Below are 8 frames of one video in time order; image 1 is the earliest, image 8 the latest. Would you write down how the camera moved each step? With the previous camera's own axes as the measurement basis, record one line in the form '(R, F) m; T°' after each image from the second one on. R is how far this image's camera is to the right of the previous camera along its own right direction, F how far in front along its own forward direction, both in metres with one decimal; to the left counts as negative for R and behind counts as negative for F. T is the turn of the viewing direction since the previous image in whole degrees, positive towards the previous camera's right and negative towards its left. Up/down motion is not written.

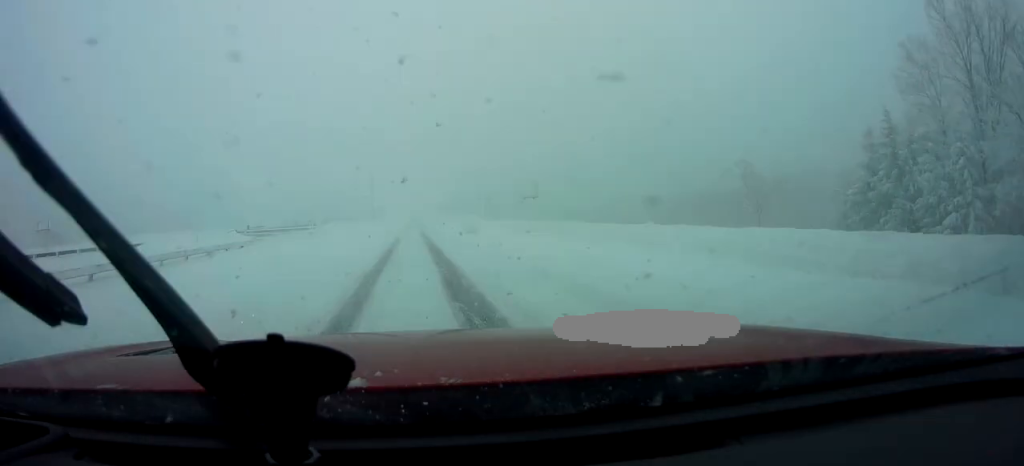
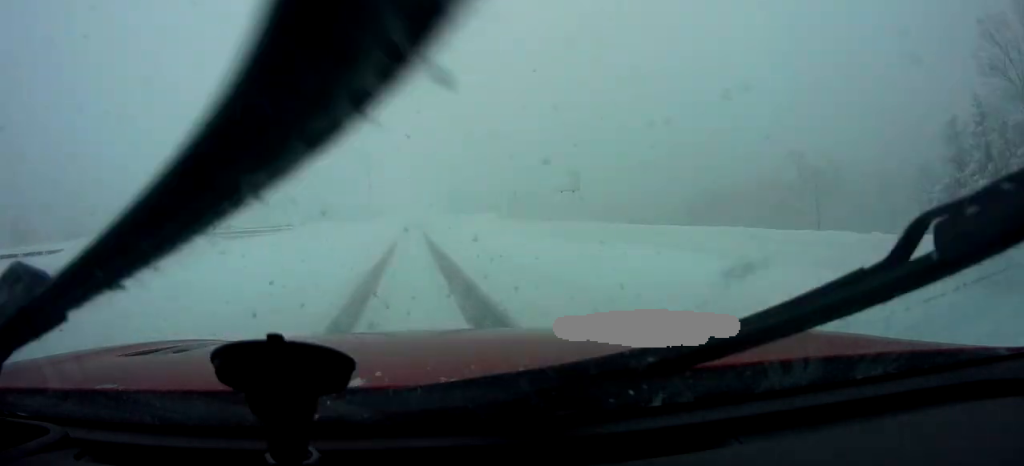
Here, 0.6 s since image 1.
(-0.1, +8.5) m; +1°
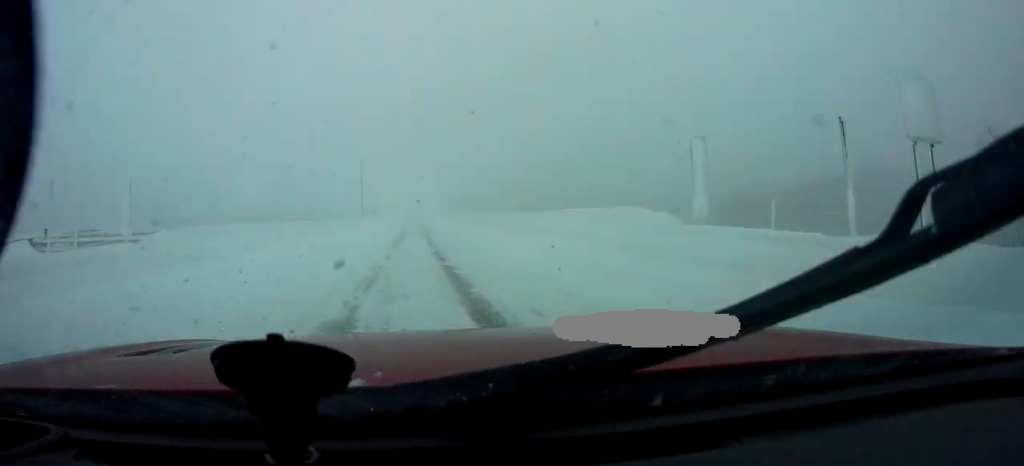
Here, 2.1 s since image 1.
(+0.5, +20.2) m; 0°
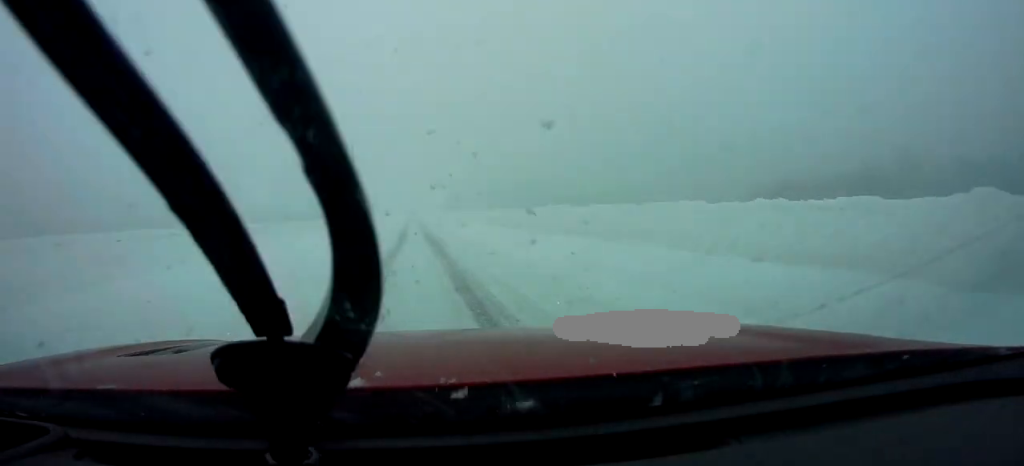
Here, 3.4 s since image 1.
(-0.2, +17.2) m; -2°
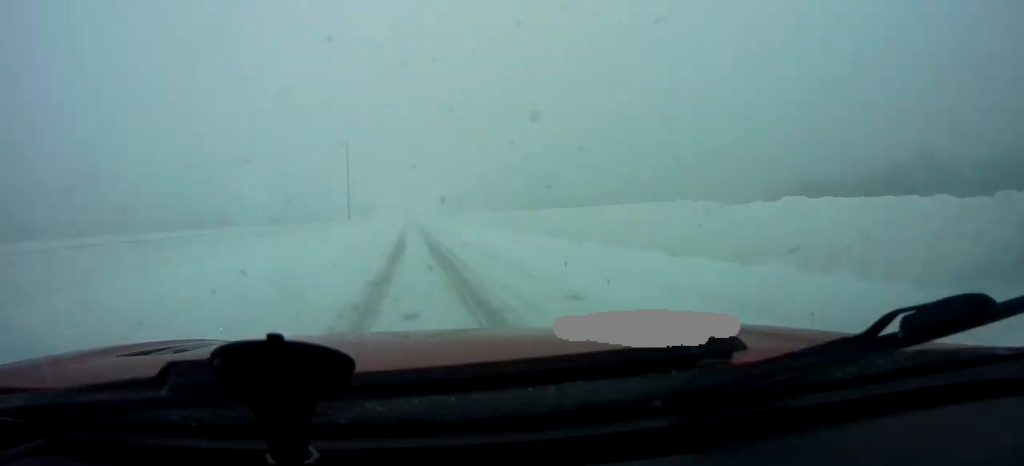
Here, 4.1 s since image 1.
(-0.3, +8.2) m; +1°
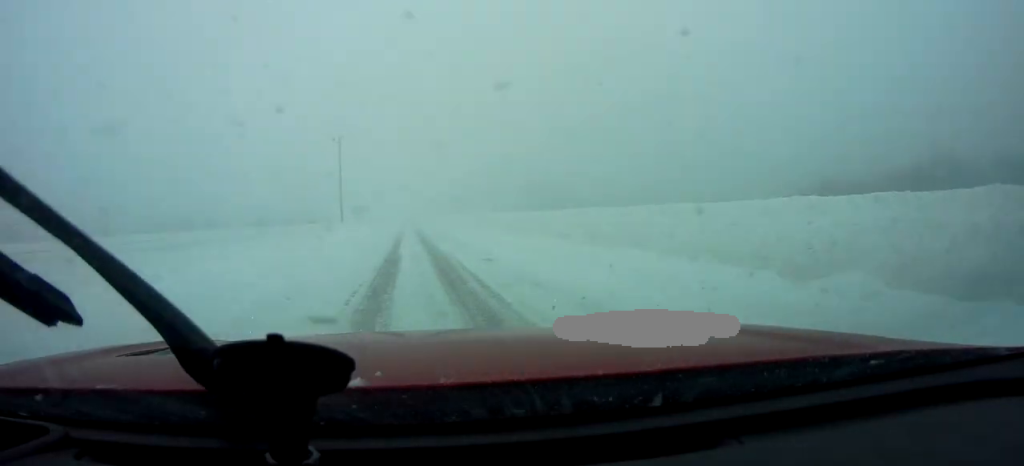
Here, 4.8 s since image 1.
(+0.1, +8.0) m; +1°
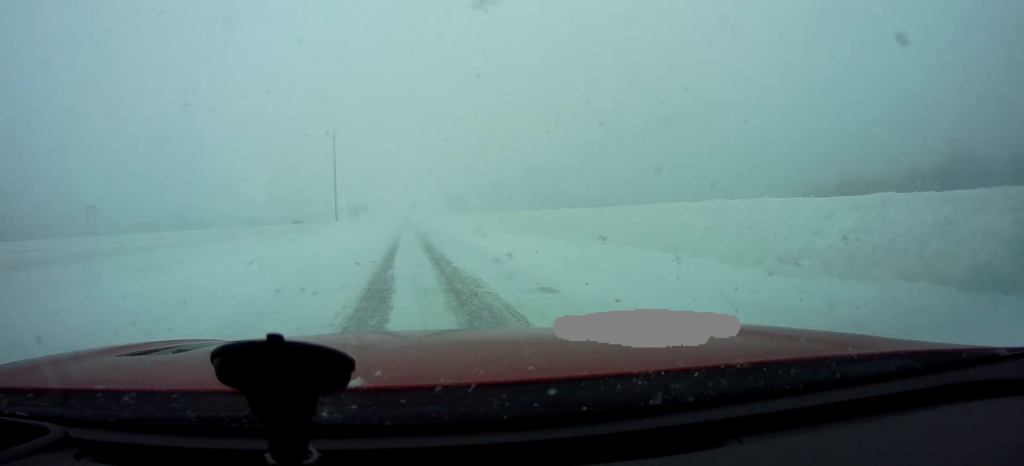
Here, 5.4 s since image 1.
(+0.4, +6.4) m; 0°
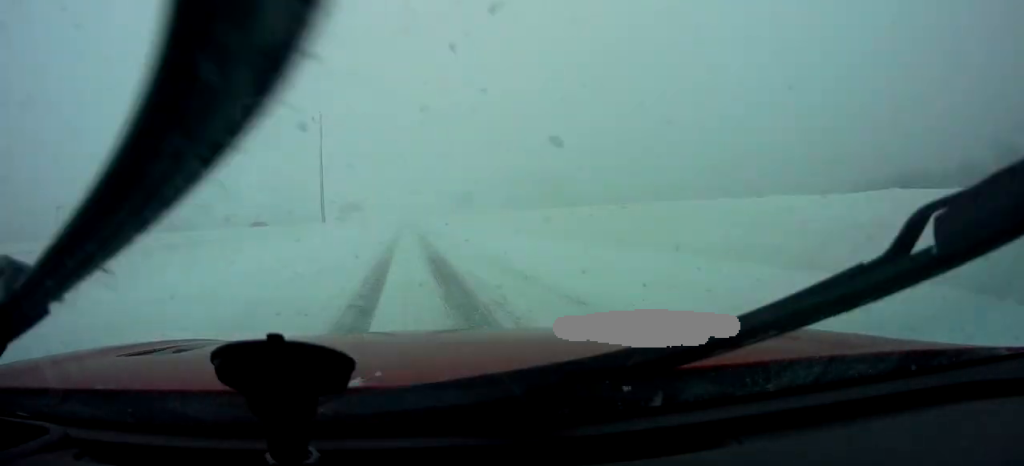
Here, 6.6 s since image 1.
(-0.5, +14.2) m; 0°
